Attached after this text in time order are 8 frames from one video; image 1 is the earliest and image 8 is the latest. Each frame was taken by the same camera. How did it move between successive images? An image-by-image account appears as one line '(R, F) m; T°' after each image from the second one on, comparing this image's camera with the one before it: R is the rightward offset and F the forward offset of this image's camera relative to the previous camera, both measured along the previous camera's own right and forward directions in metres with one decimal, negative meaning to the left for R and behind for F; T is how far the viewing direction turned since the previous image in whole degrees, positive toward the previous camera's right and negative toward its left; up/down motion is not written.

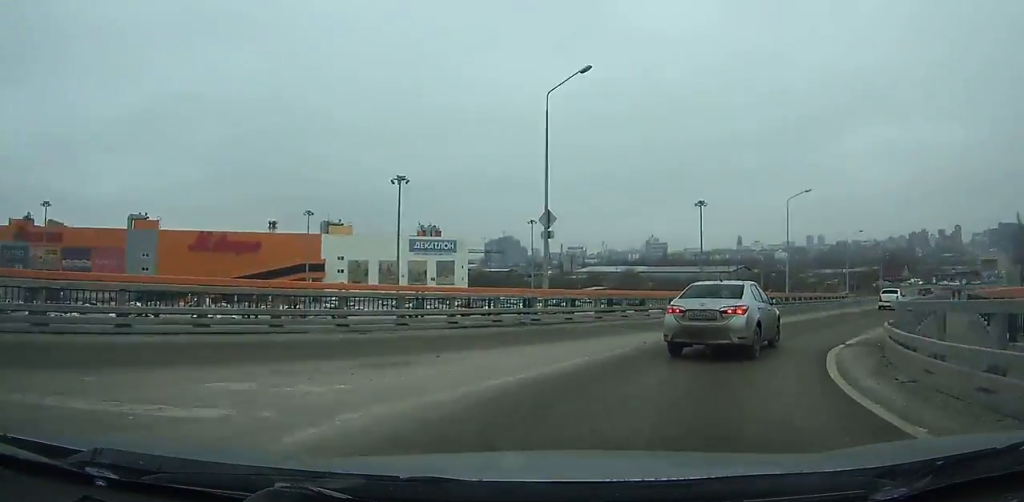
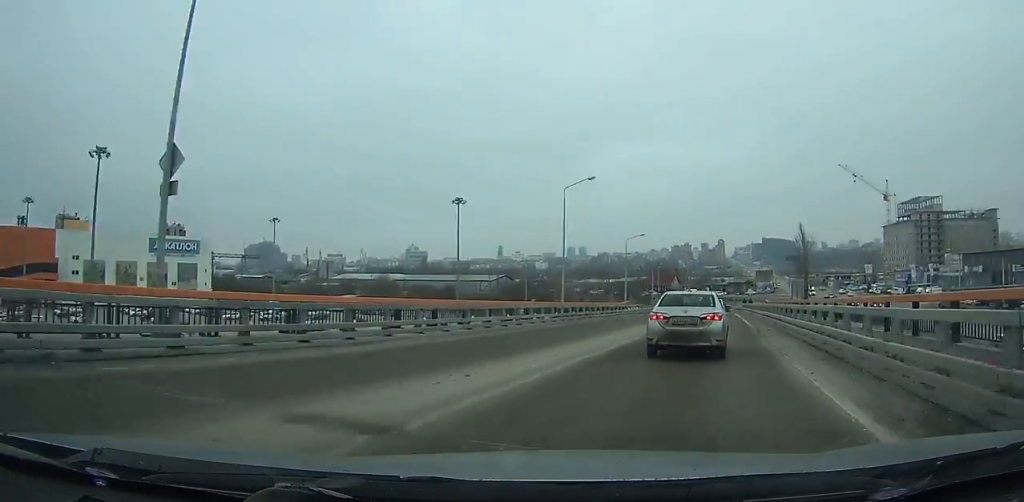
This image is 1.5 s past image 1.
(+2.5, +13.1) m; +17°
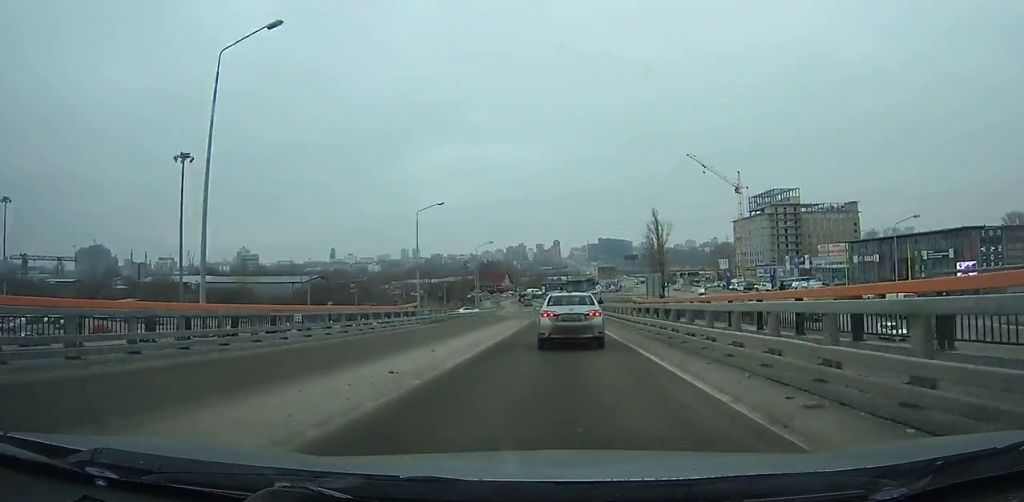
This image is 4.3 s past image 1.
(+3.0, +28.2) m; +5°
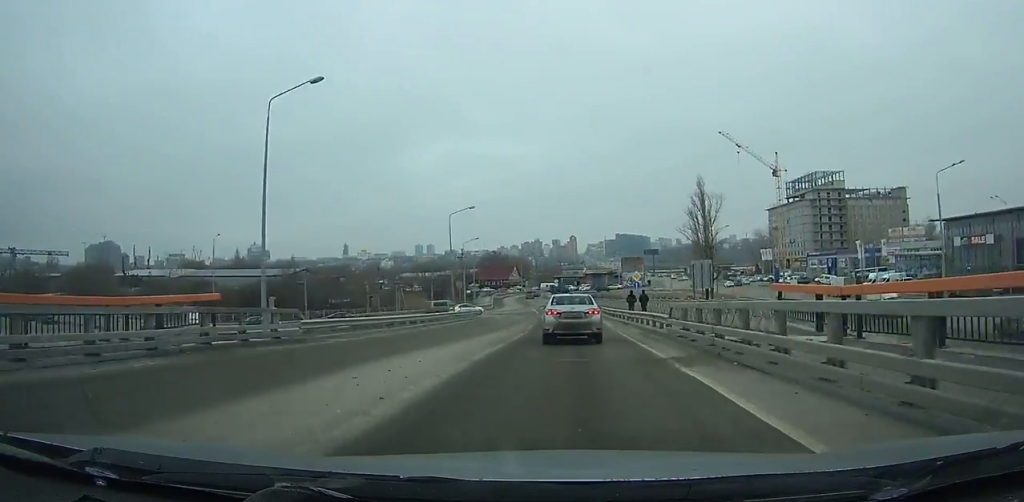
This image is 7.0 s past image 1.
(-0.6, +30.6) m; -1°
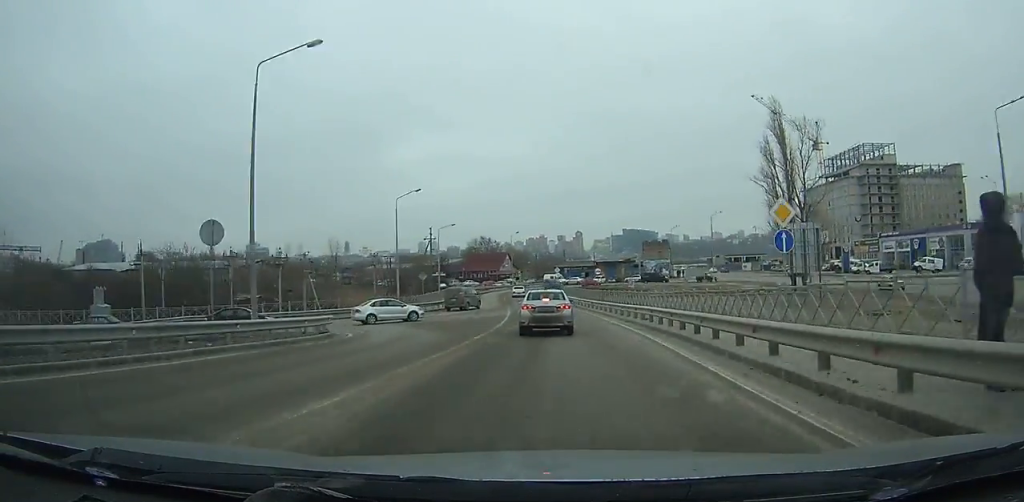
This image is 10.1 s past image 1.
(-0.2, +36.5) m; -2°
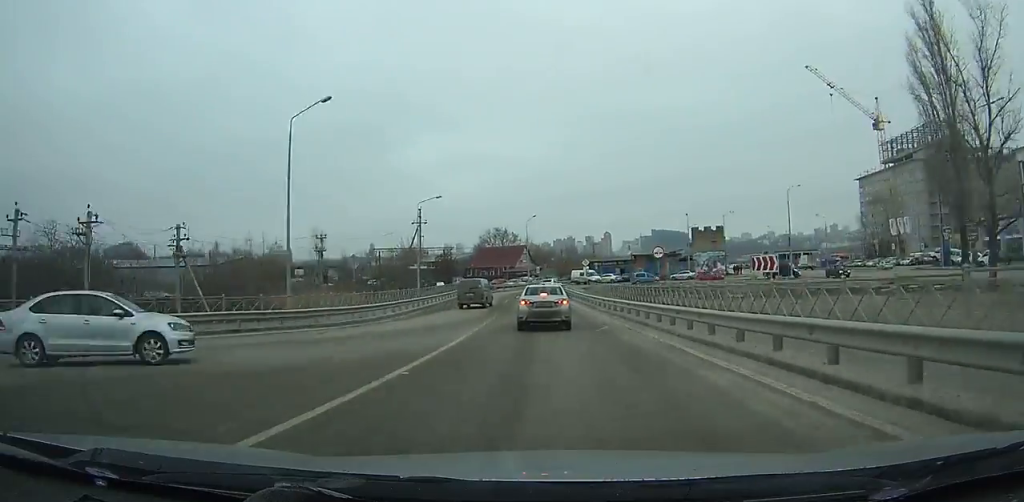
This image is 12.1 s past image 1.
(-0.8, +22.2) m; -2°
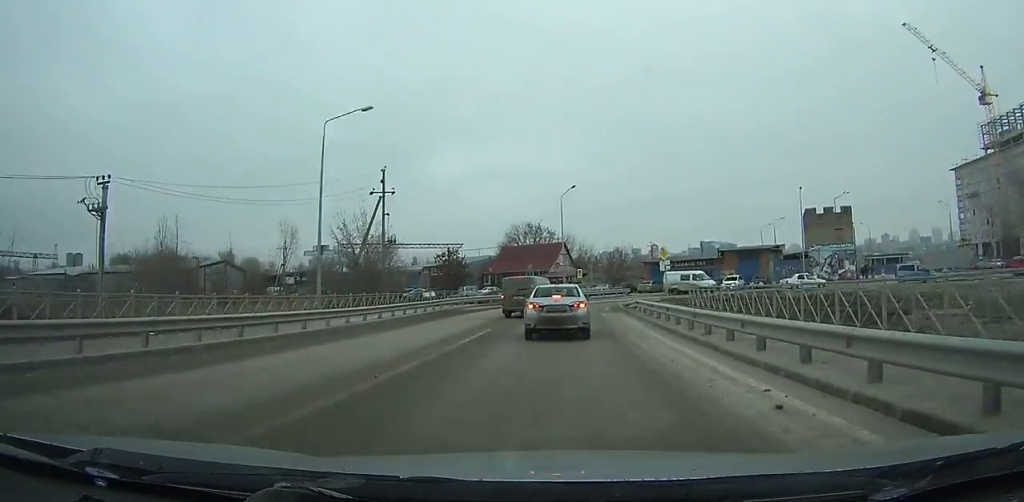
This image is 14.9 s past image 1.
(-0.5, +27.9) m; 0°
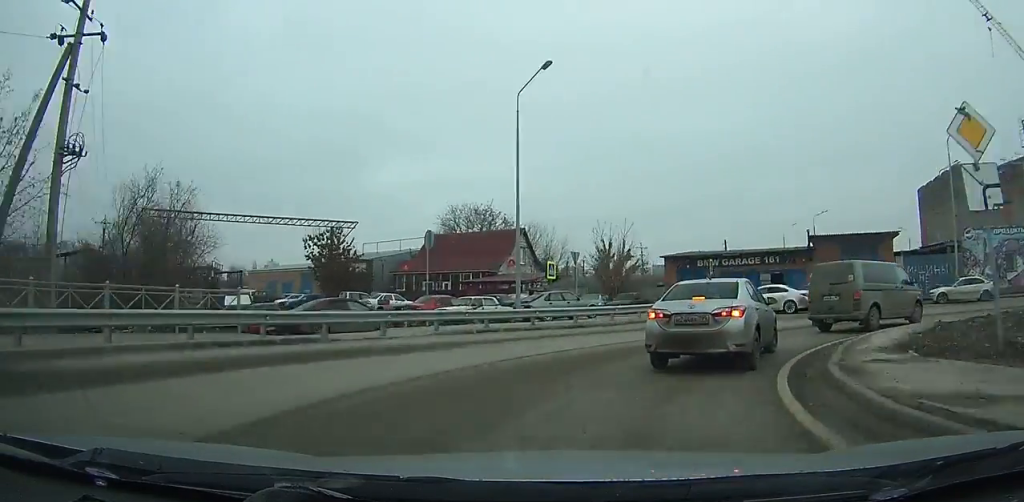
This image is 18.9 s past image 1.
(+1.1, +30.4) m; +14°
